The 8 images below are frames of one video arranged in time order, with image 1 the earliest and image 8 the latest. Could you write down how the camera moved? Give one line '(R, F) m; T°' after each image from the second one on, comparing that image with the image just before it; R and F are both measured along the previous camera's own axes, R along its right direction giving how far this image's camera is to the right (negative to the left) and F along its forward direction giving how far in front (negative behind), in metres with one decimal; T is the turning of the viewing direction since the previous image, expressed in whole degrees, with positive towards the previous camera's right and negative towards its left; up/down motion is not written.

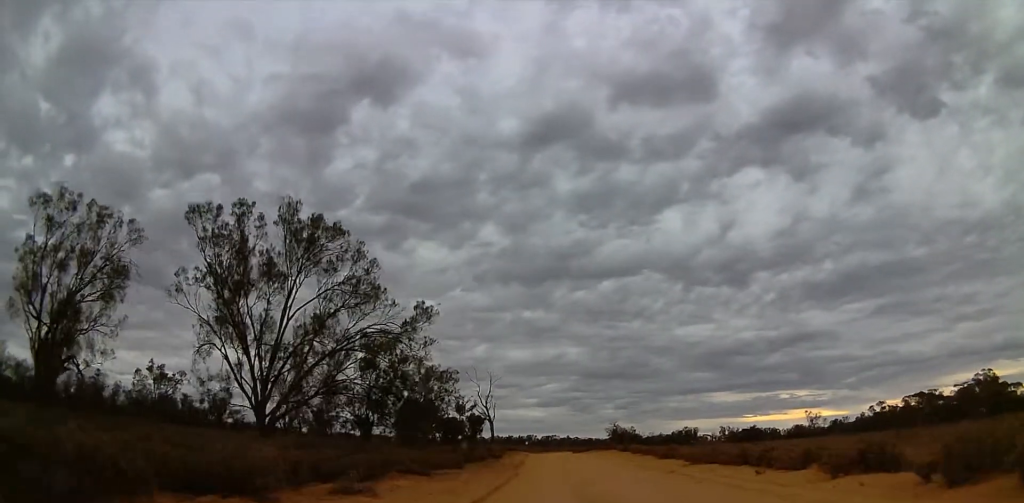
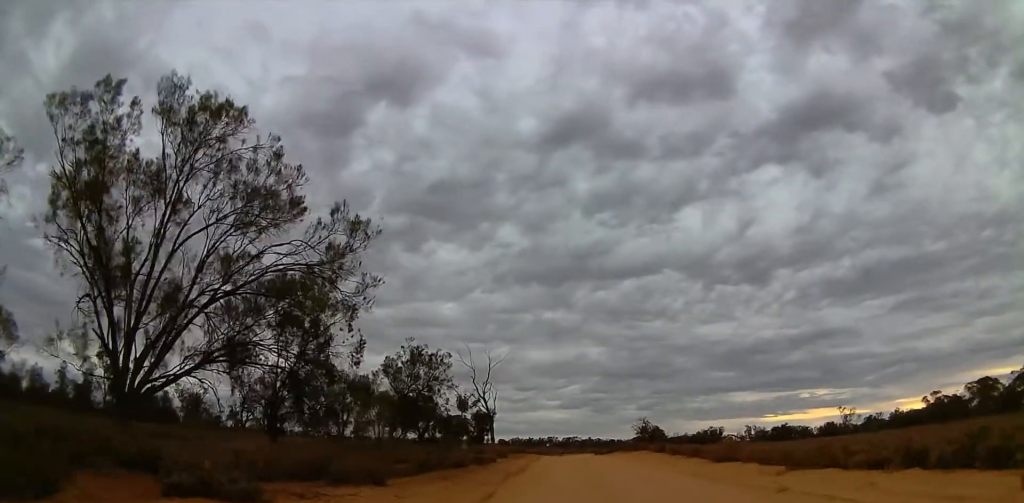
(-0.7, +13.5) m; 0°
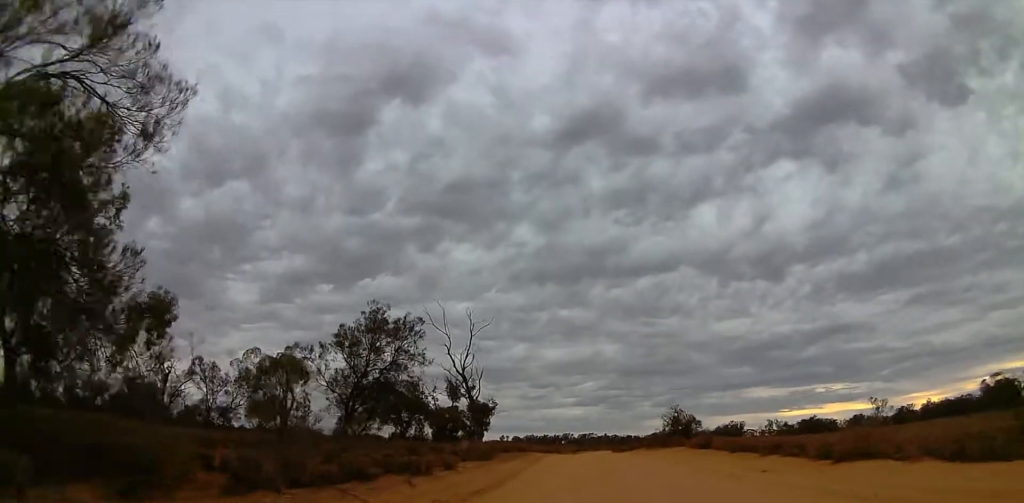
(+0.7, +14.1) m; 0°
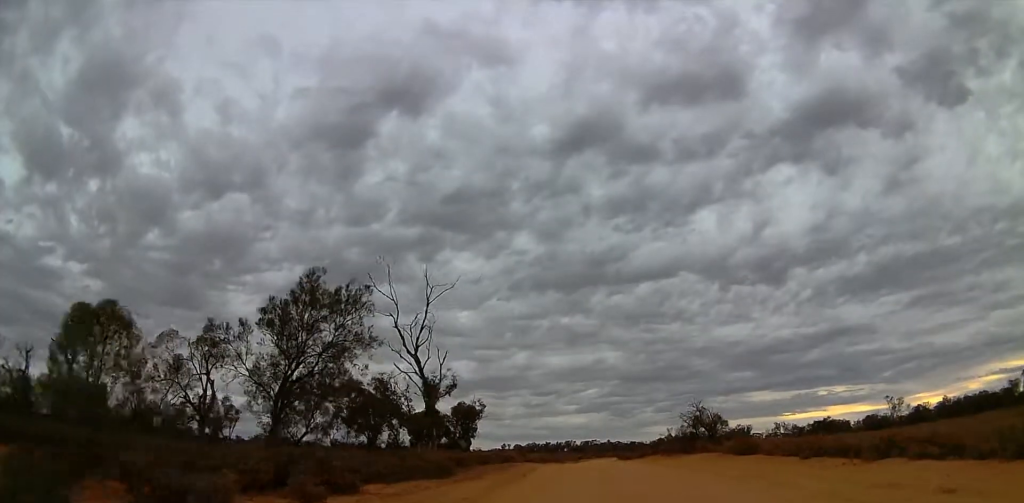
(-0.4, +10.5) m; -4°
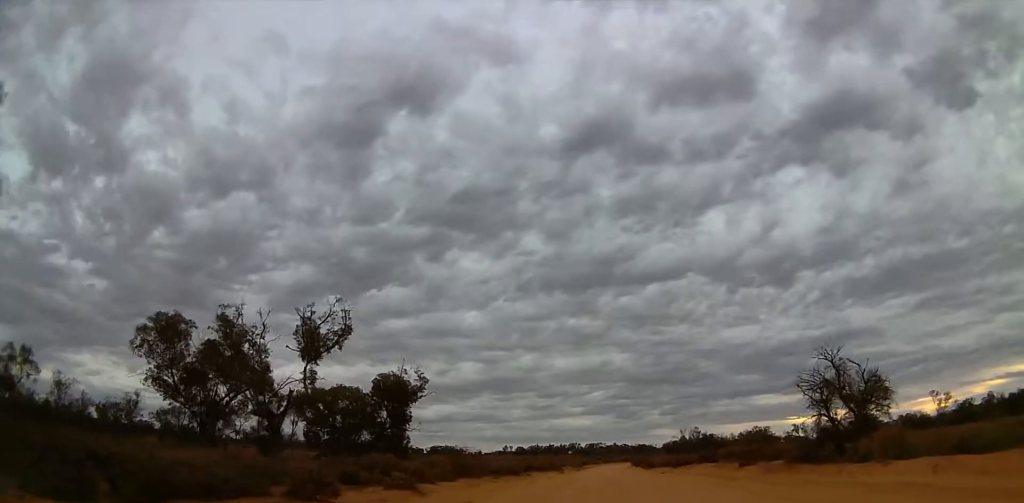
(-1.5, +26.3) m; -2°
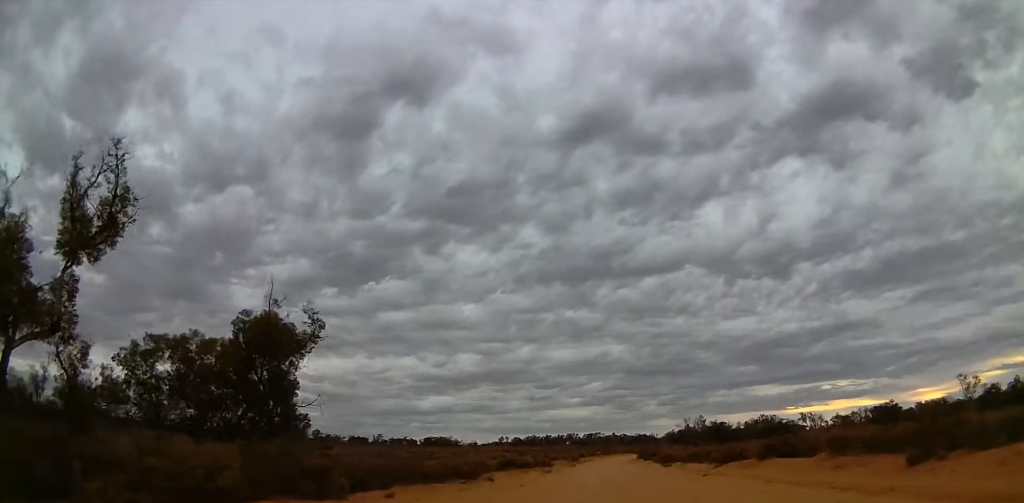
(+0.4, +16.1) m; +1°
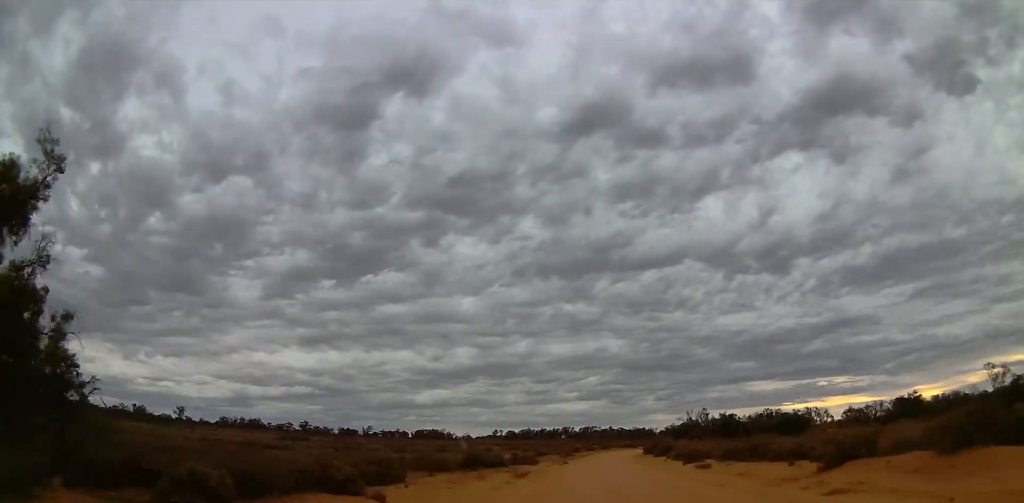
(+0.1, +14.7) m; +1°
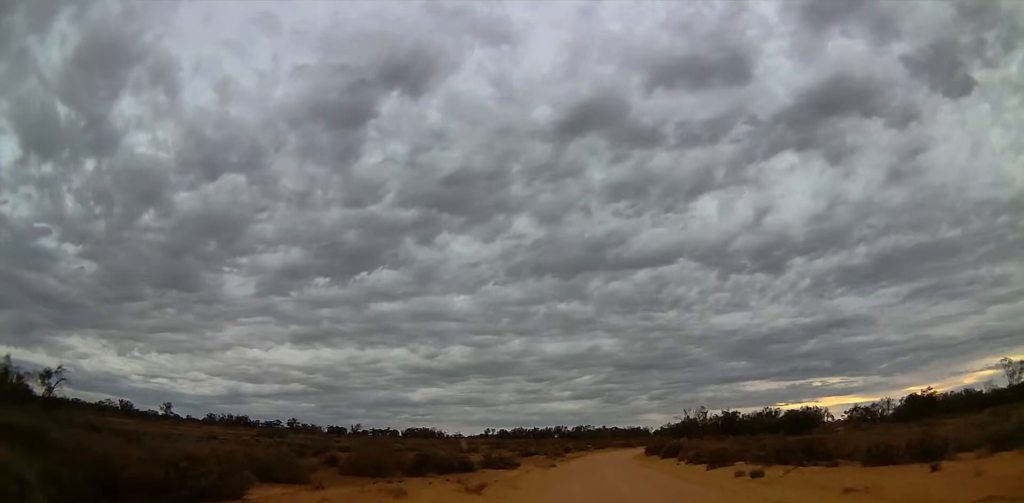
(+0.1, +9.6) m; +1°
